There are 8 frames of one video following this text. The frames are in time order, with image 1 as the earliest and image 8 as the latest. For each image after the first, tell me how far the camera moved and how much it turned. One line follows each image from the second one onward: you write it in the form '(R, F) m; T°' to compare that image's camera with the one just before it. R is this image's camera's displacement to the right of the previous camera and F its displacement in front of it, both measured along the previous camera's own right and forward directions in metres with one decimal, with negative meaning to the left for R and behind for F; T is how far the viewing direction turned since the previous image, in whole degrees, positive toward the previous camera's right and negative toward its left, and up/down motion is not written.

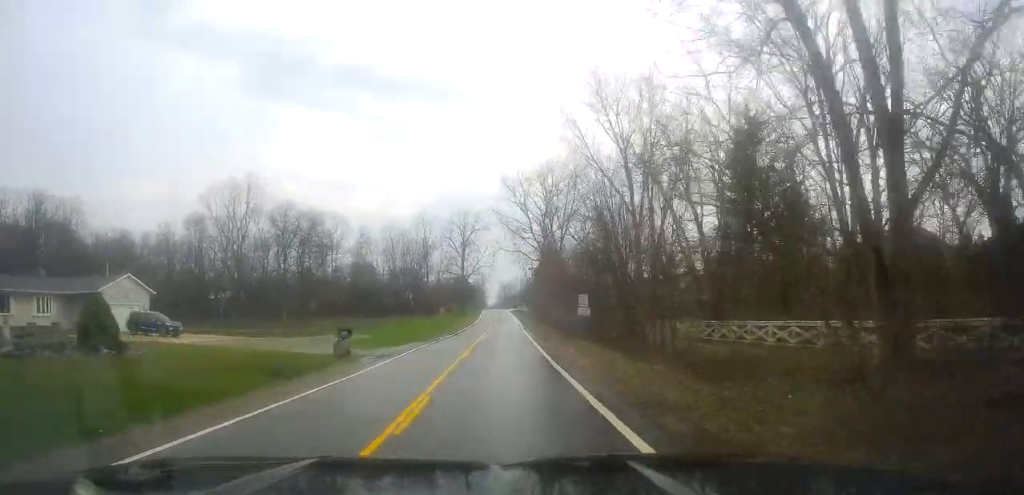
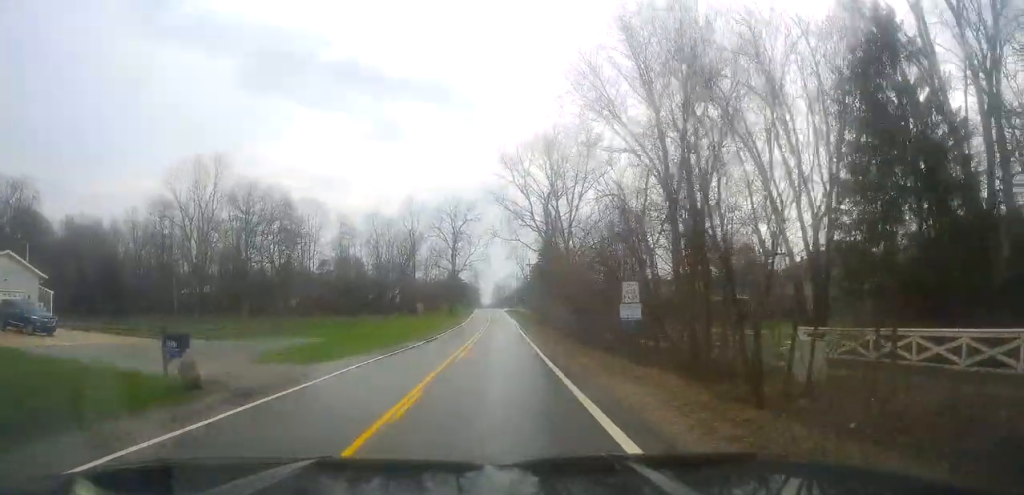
(+0.3, +14.1) m; +1°
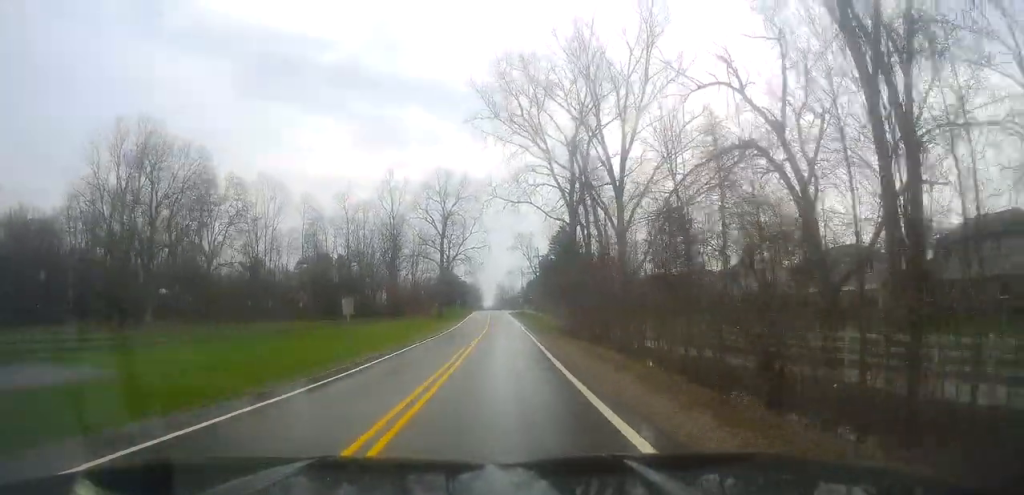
(0.0, +27.3) m; 0°
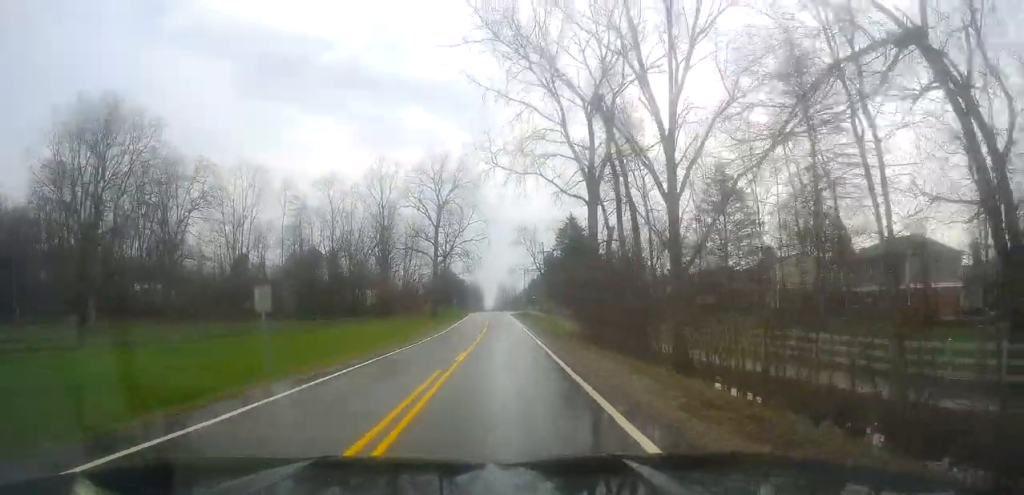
(0.0, +10.9) m; -1°
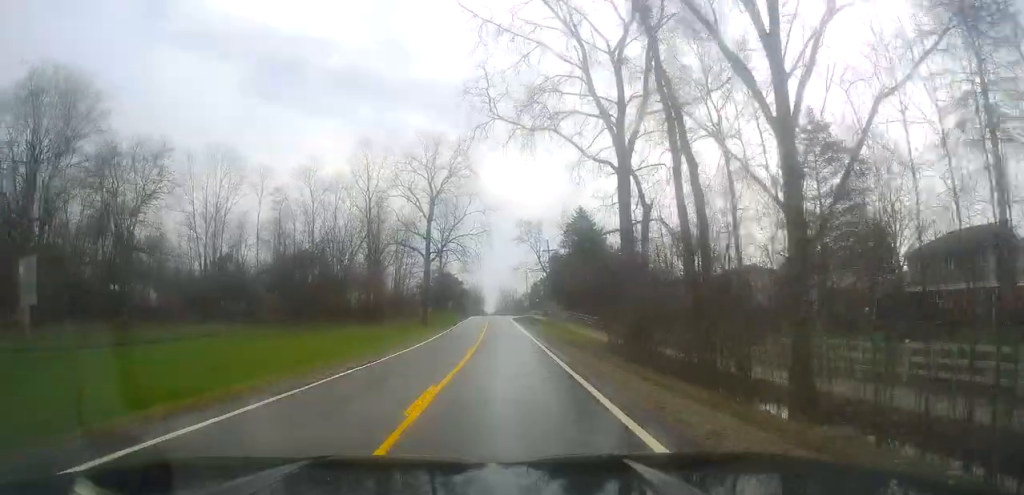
(0.0, +10.8) m; -1°
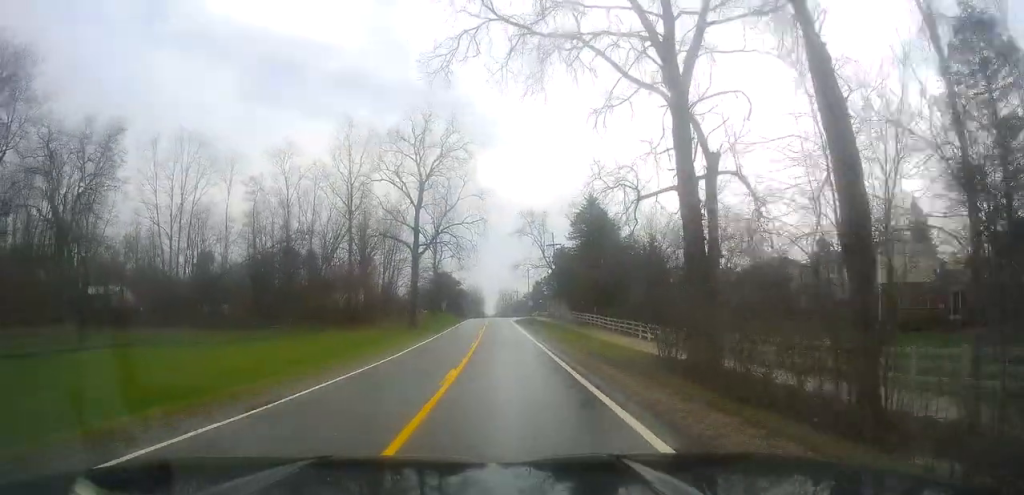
(-0.3, +10.6) m; 0°
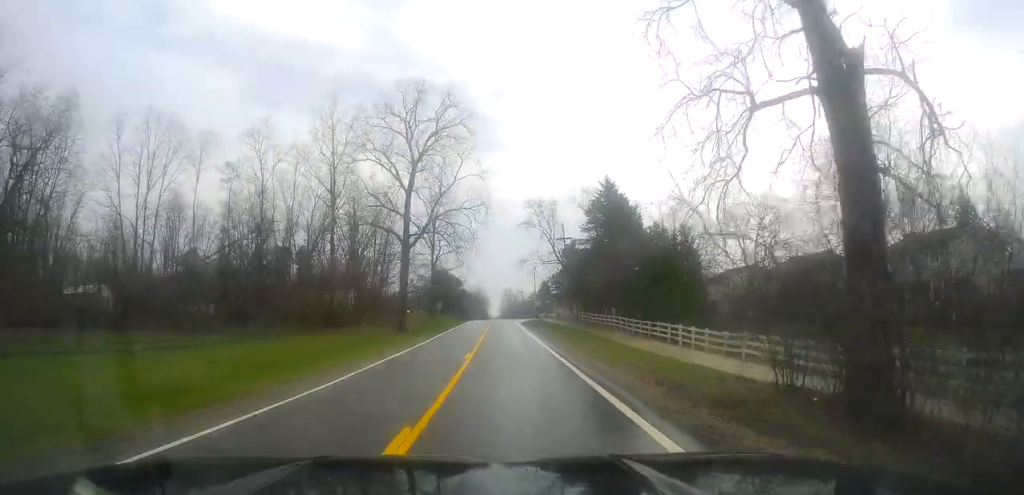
(+0.2, +9.8) m; +1°
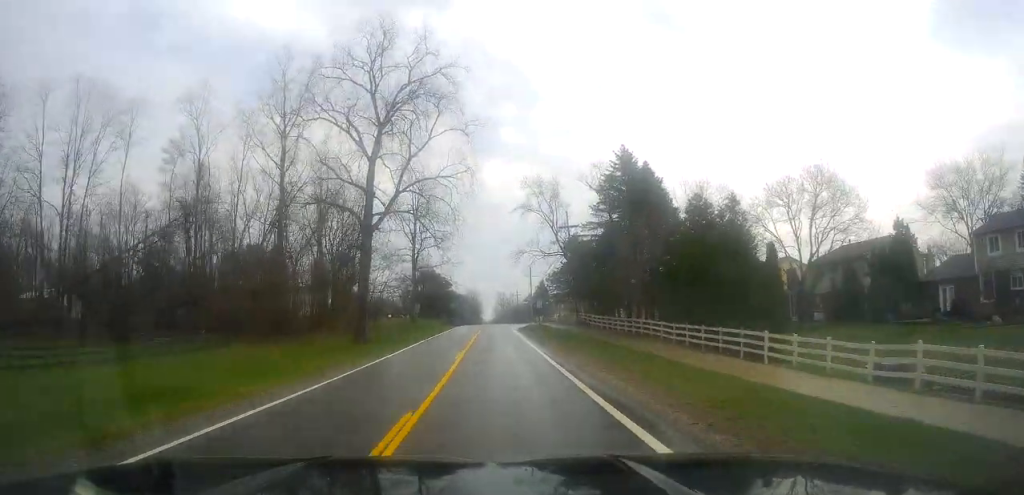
(+0.2, +13.6) m; 0°
